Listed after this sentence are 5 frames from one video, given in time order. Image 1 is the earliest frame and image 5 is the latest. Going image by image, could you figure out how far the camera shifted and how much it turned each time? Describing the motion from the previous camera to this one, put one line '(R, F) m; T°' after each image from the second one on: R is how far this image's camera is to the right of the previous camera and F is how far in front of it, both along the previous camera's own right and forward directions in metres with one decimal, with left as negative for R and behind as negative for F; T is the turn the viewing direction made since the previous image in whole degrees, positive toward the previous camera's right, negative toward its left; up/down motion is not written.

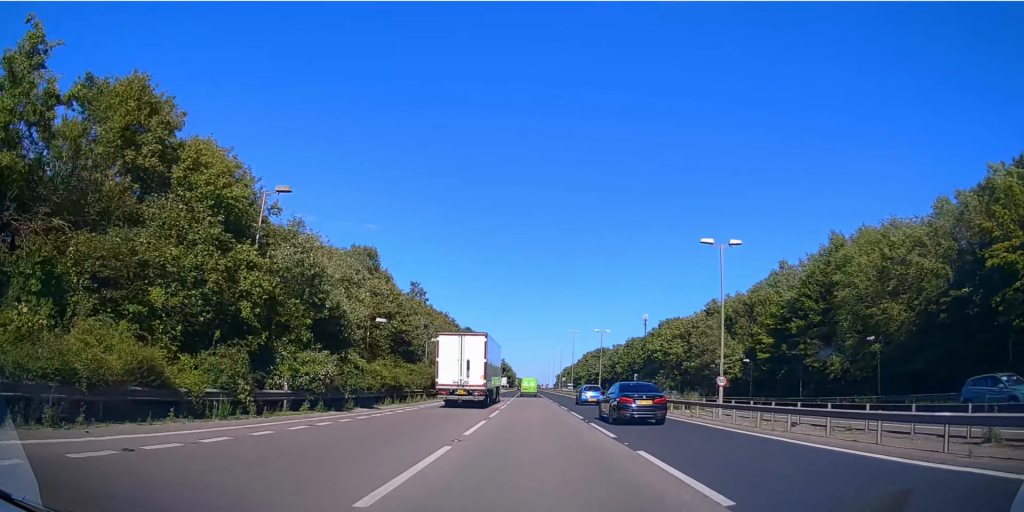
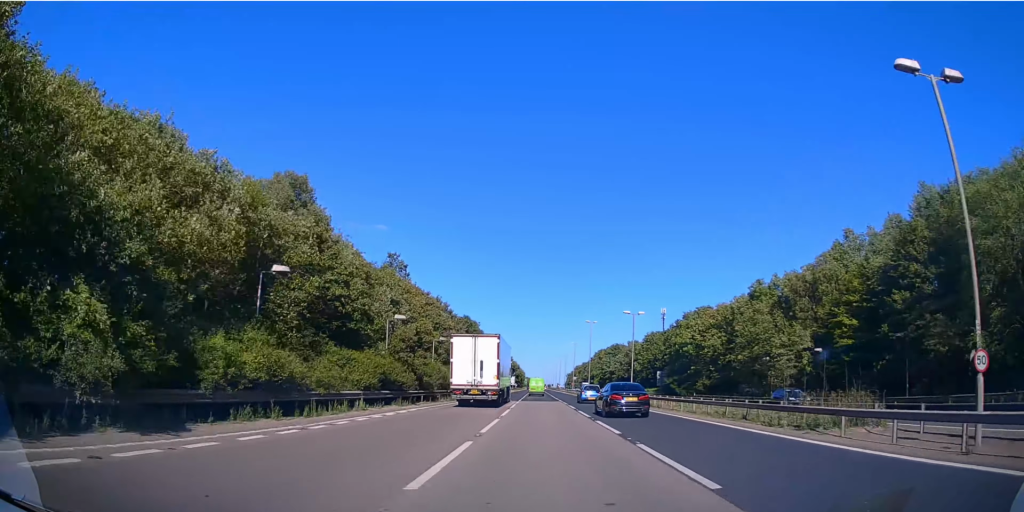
(+0.1, +16.4) m; -1°
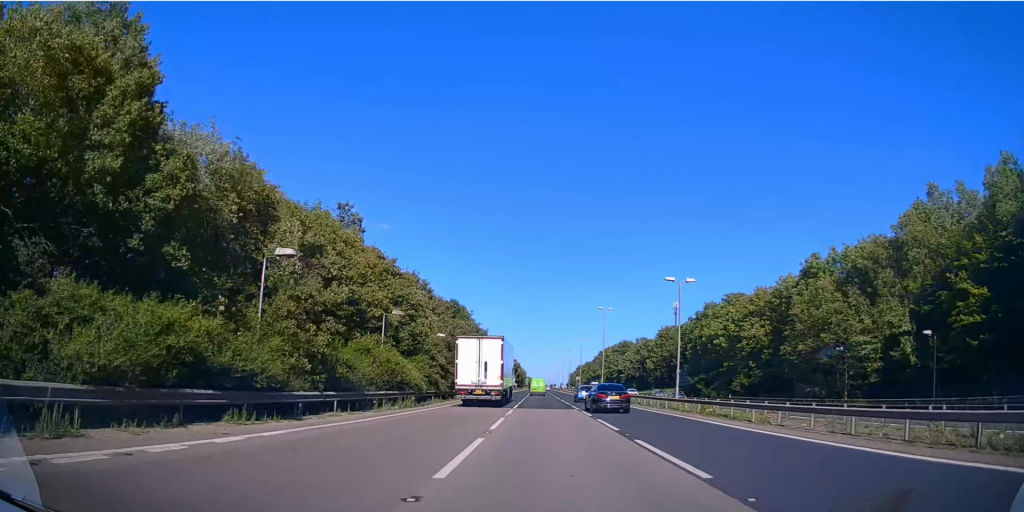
(-0.6, +15.7) m; 0°
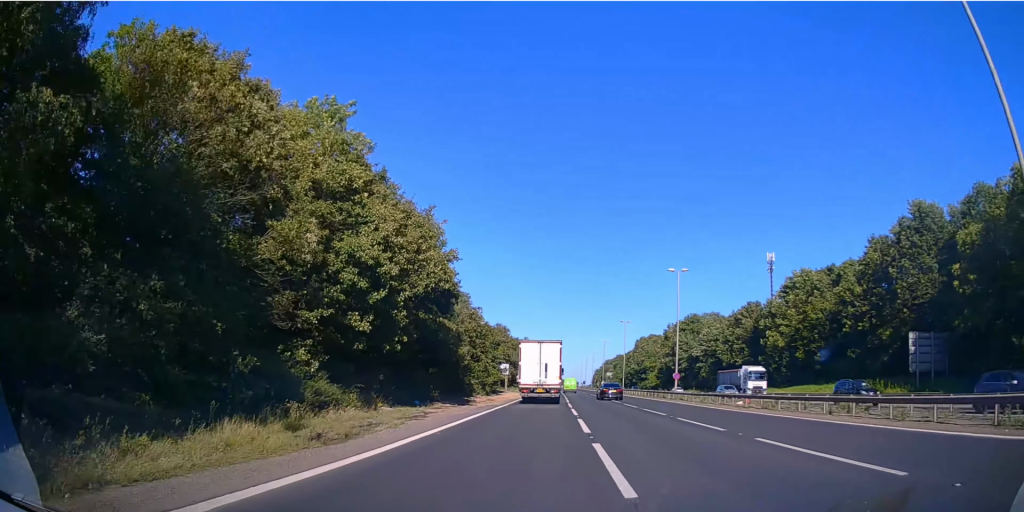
(-1.0, +73.5) m; -1°
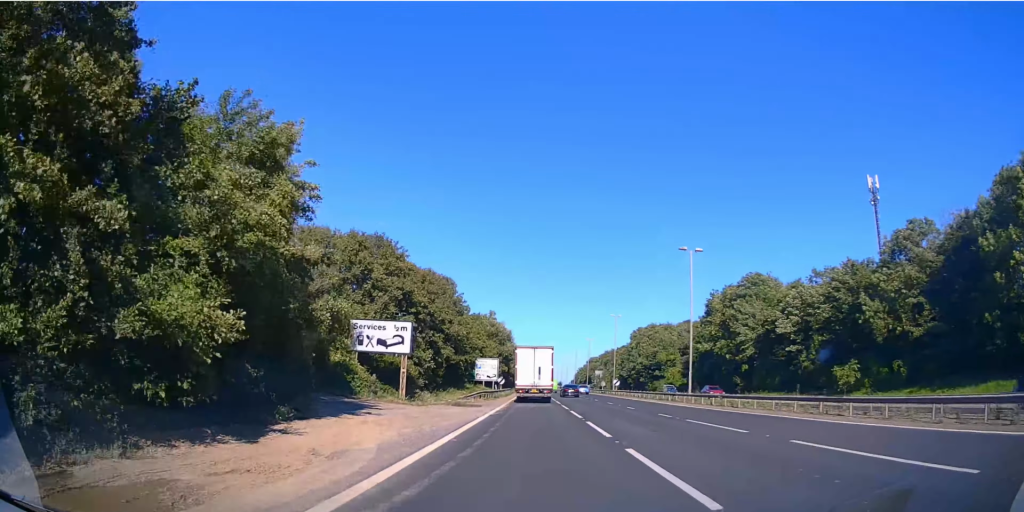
(+0.1, +56.1) m; 0°
